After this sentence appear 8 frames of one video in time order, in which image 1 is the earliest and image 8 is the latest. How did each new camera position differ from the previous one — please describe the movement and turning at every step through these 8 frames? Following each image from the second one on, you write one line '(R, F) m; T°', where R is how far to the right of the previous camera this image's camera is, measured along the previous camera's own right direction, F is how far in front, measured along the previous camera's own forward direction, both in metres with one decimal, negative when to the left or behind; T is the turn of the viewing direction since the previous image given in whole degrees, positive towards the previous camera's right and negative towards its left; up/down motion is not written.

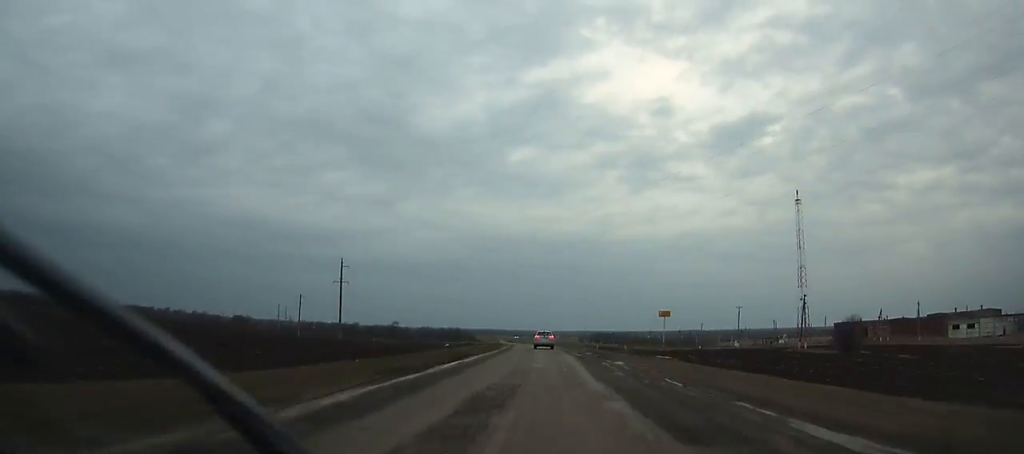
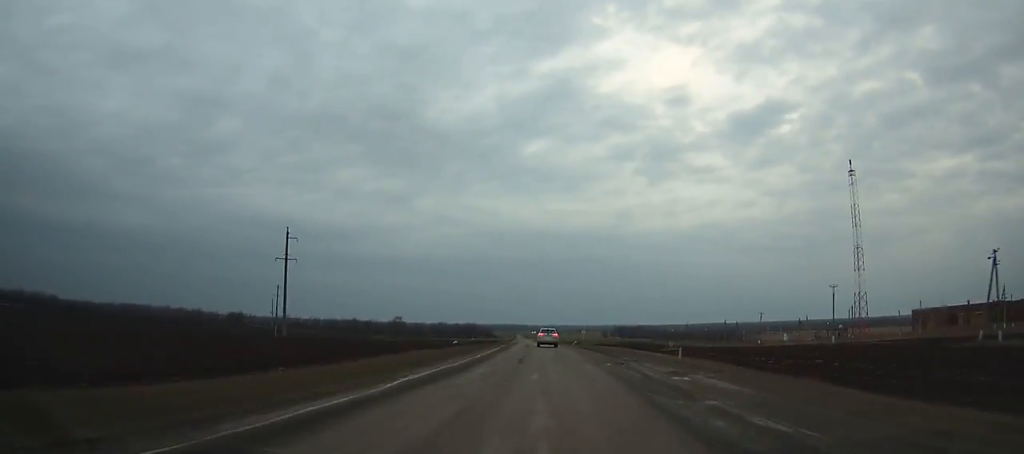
(-0.4, +42.5) m; -1°
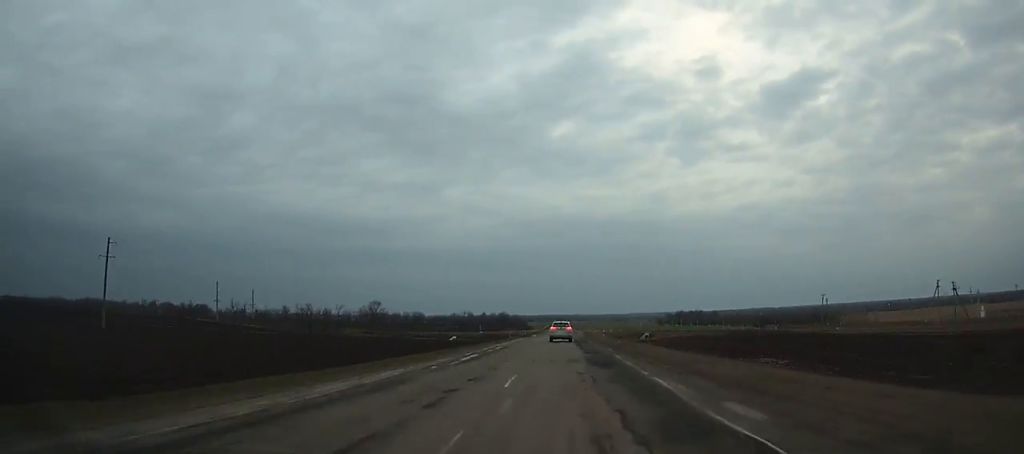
(-3.7, +113.2) m; -3°
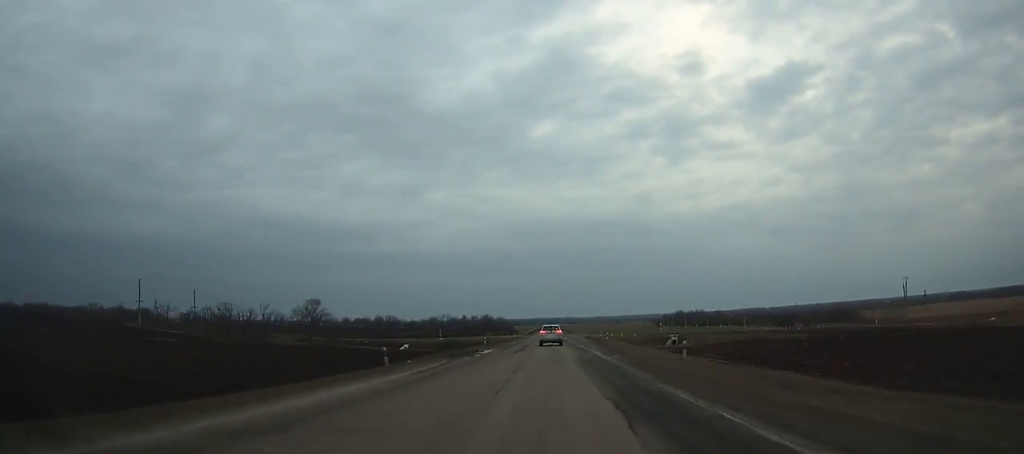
(-0.1, +51.5) m; -1°
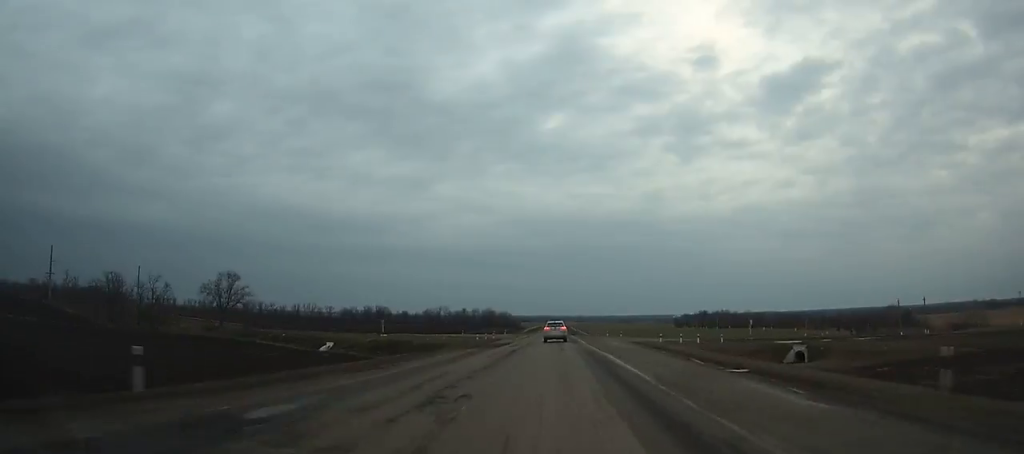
(-0.5, +56.5) m; 0°
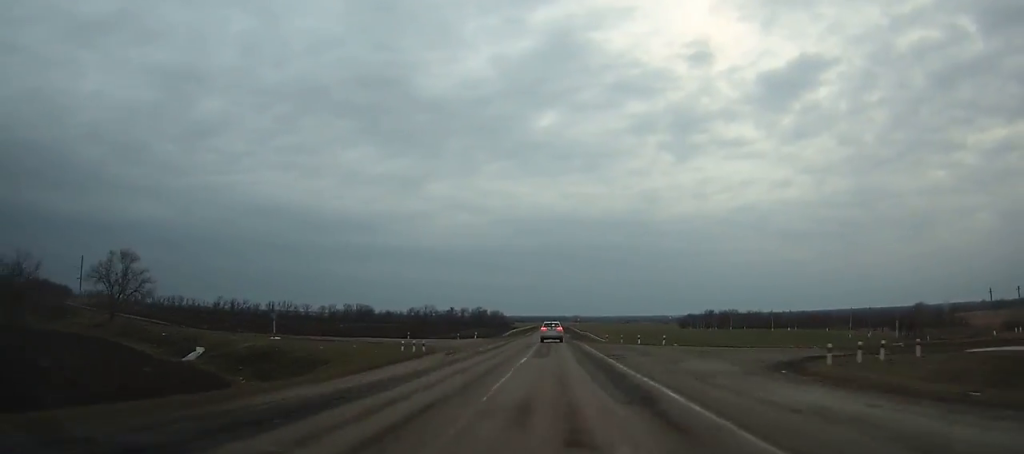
(0.0, +35.7) m; 0°
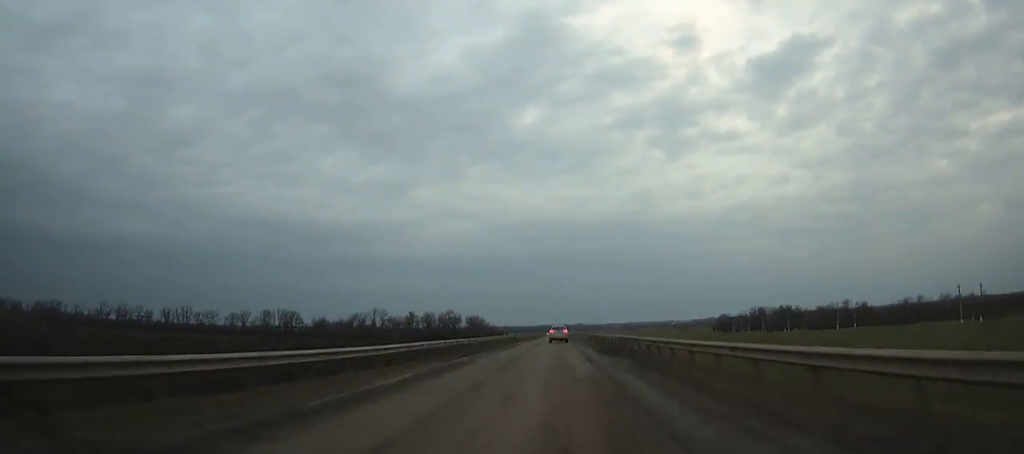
(+0.3, +120.4) m; 0°
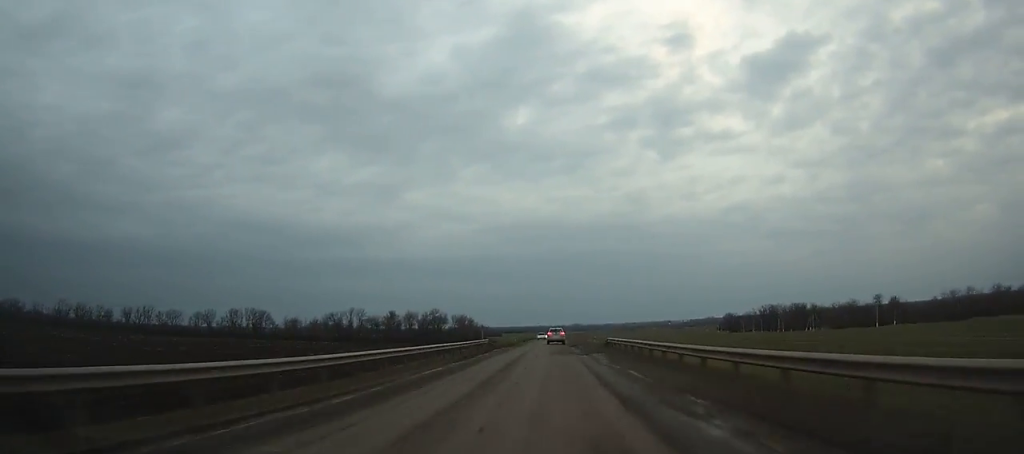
(+0.1, +28.7) m; 0°
